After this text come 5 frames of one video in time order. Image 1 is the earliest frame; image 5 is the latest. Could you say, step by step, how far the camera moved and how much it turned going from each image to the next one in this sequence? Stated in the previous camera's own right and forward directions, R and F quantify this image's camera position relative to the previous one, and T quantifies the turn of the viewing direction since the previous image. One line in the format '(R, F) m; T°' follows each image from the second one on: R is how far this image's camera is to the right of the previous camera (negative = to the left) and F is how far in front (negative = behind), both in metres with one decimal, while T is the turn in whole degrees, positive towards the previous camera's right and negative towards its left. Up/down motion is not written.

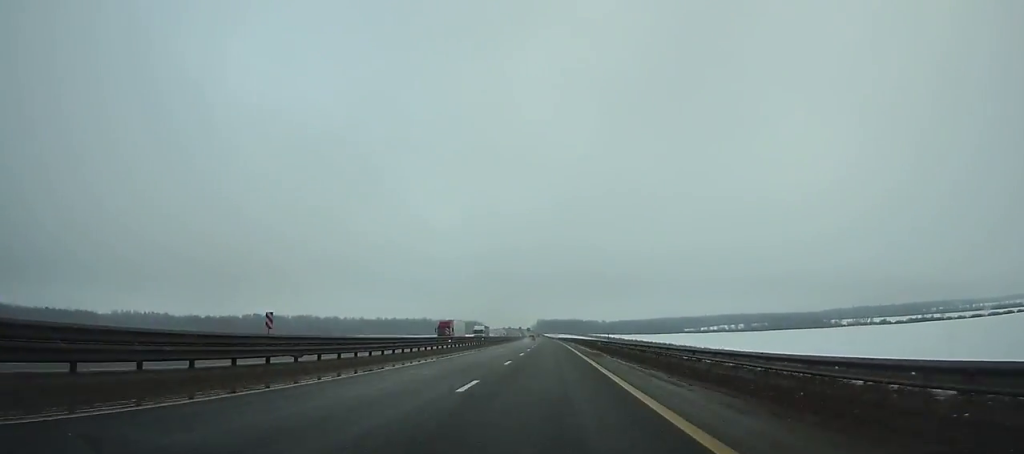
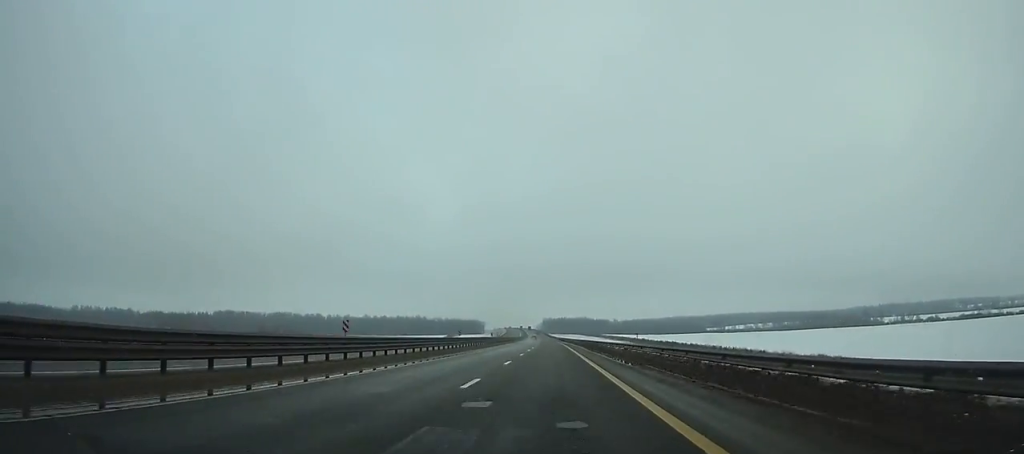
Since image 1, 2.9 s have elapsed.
(-0.6, +82.3) m; -1°
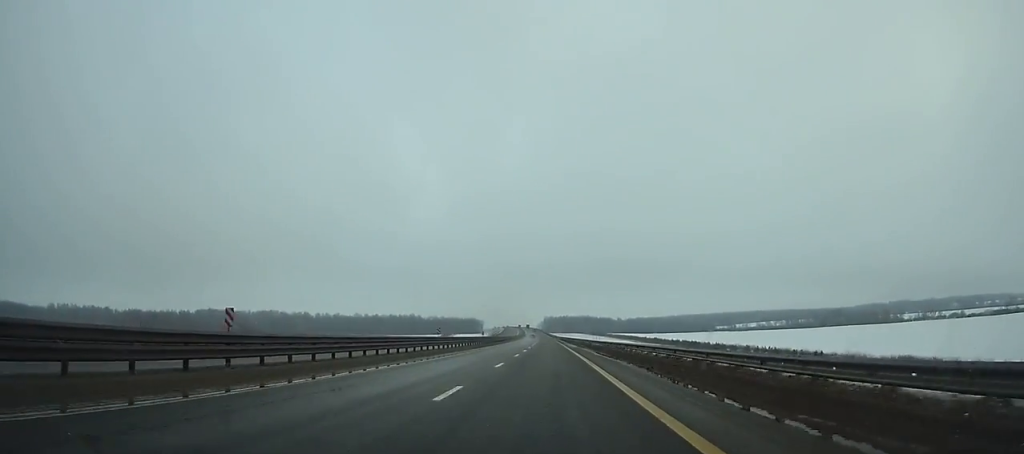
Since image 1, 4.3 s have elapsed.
(-0.1, +40.0) m; 0°
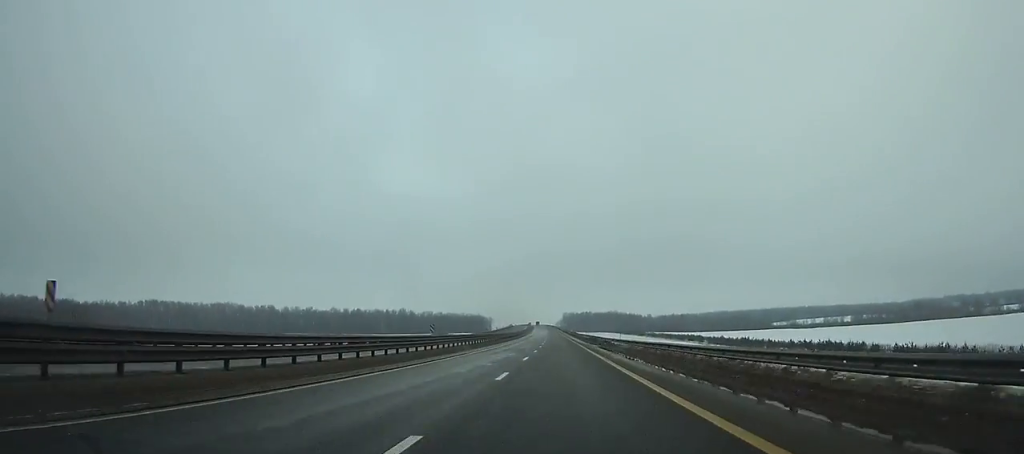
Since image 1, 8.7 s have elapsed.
(-1.6, +127.1) m; -1°
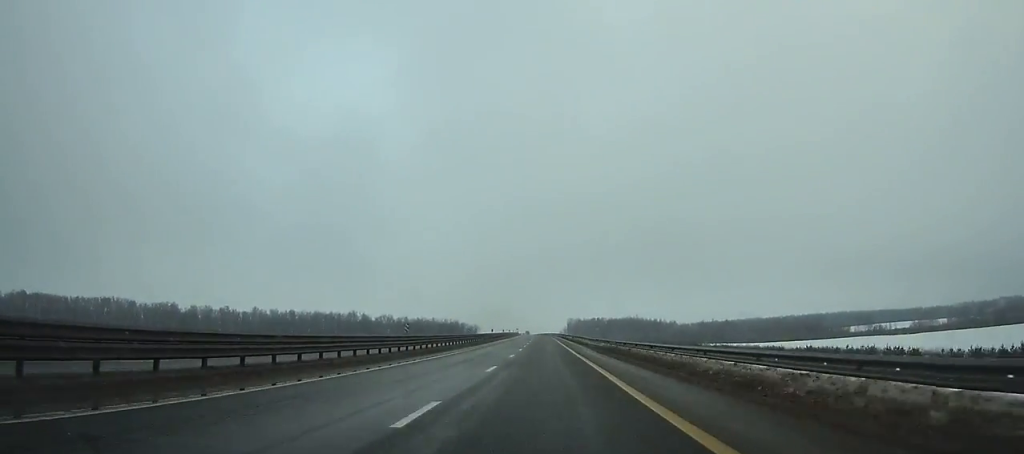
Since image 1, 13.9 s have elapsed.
(-1.2, +151.2) m; -1°
